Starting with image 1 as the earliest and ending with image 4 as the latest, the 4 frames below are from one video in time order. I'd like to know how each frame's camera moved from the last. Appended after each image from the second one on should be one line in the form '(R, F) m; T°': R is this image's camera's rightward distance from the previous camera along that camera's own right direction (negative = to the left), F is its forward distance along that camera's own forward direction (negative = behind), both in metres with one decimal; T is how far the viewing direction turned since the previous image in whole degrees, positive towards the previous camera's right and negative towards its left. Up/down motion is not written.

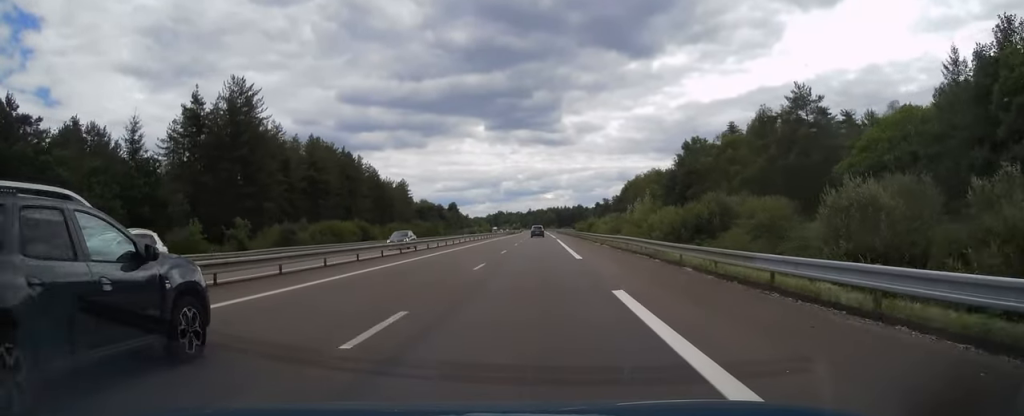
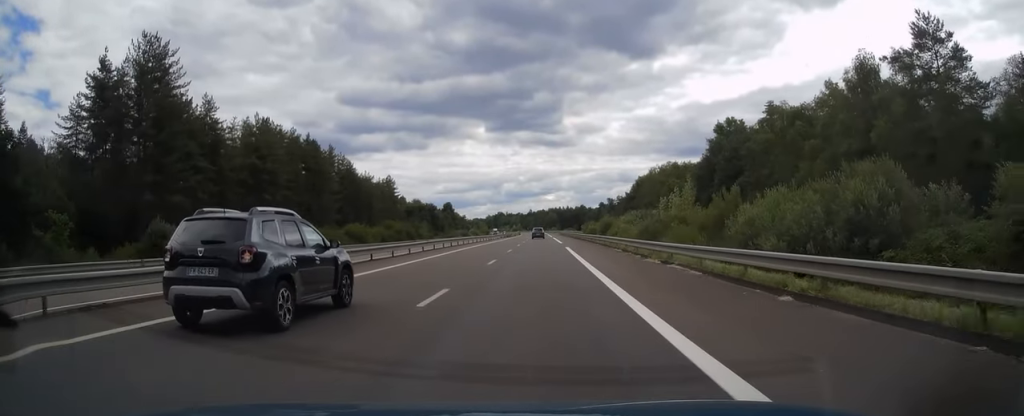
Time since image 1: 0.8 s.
(0.0, +22.1) m; 0°
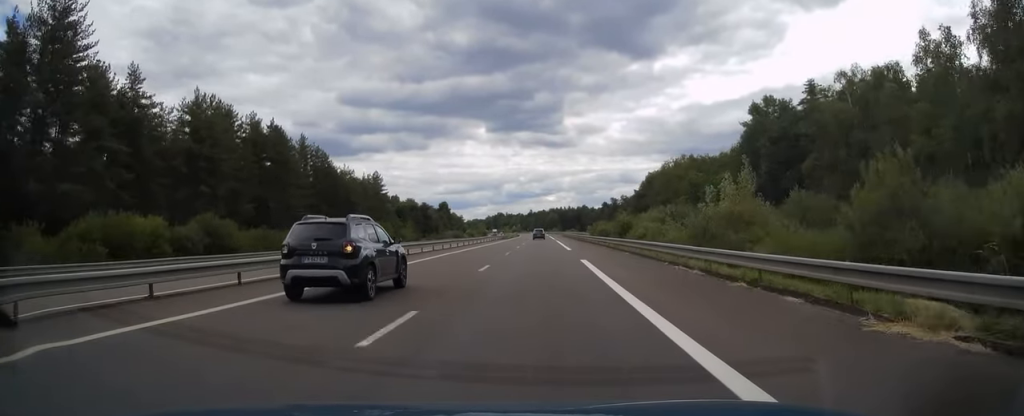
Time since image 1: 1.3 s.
(0.0, +16.7) m; 0°
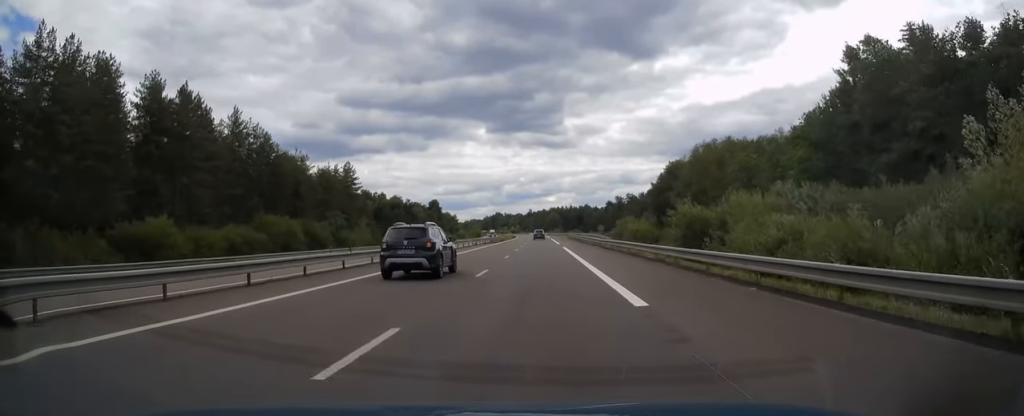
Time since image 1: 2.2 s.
(0.0, +27.5) m; 0°
